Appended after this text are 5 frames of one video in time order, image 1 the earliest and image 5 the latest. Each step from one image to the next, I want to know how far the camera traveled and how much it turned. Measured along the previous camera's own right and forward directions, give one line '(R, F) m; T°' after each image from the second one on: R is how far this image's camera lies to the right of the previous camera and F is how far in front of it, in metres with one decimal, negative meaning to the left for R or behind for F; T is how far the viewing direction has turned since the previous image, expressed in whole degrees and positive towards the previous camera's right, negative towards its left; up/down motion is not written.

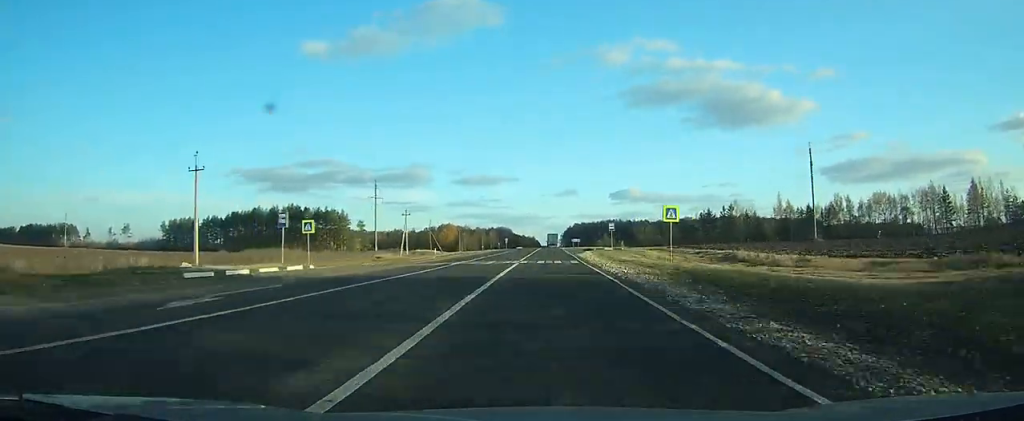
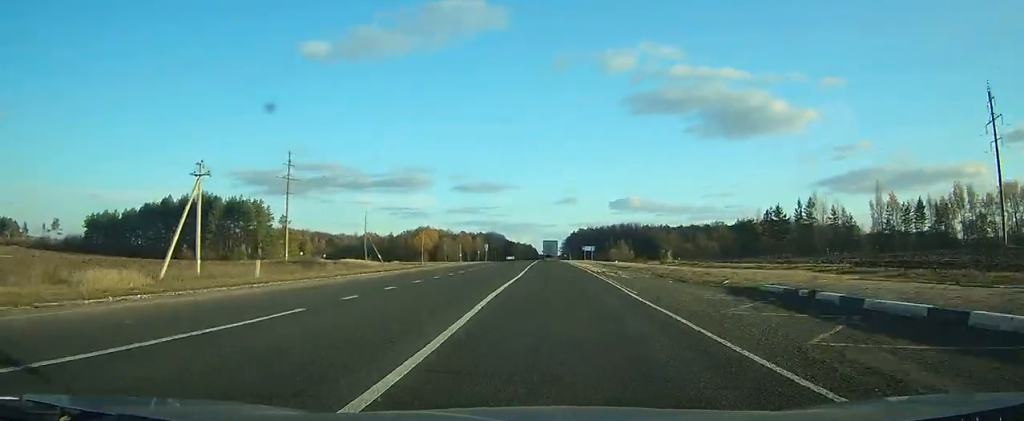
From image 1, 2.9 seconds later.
(+0.1, +69.1) m; 0°
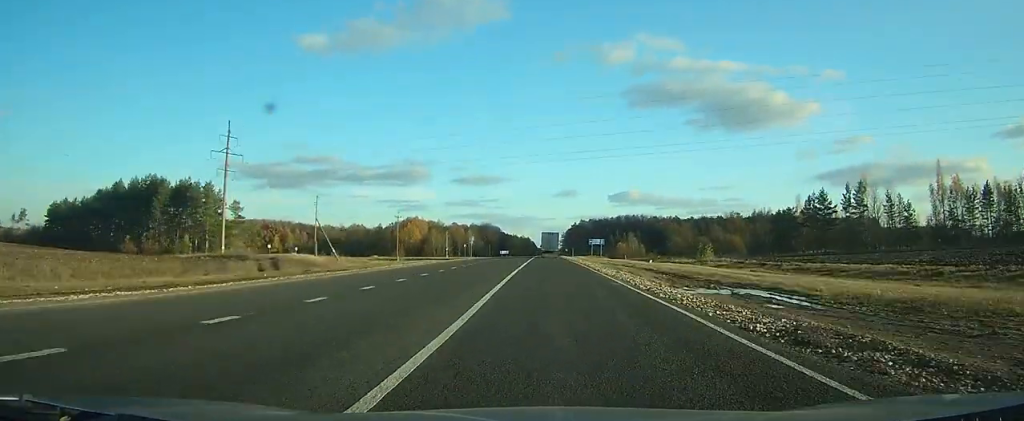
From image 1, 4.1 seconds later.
(0.0, +24.8) m; 0°
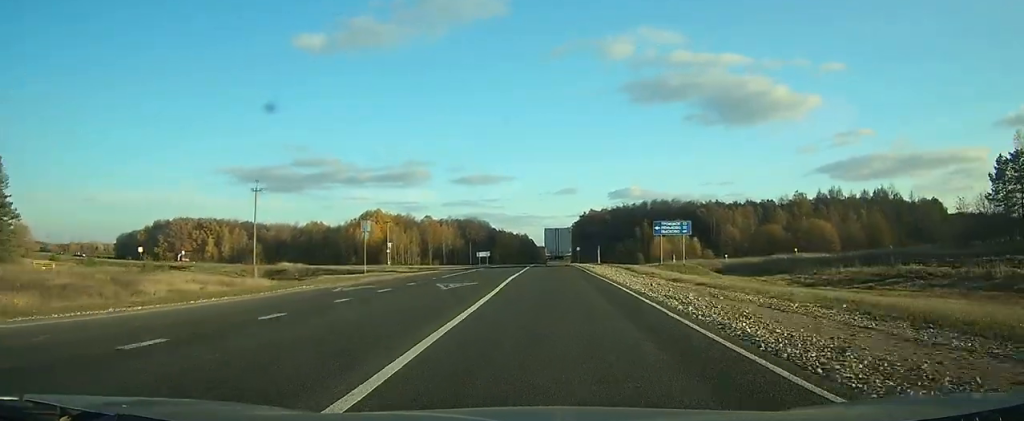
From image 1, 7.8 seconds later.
(0.0, +65.6) m; 0°
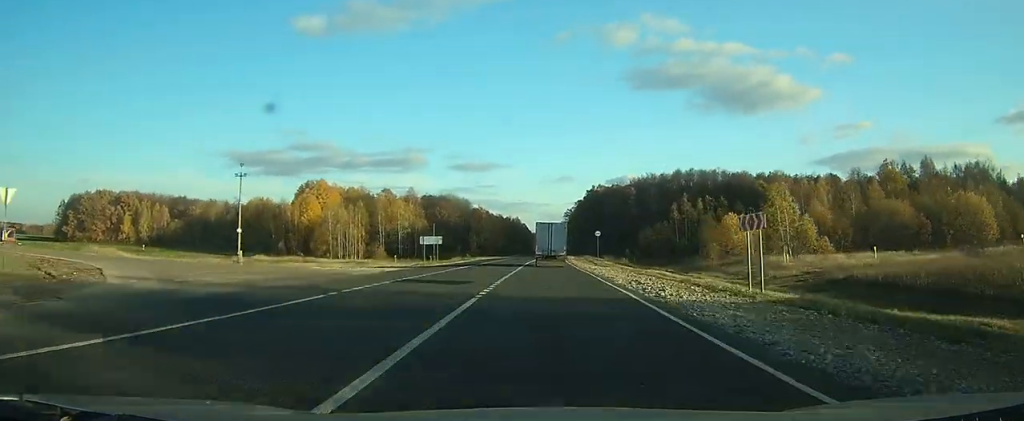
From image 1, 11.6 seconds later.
(+1.8, +52.8) m; +2°
